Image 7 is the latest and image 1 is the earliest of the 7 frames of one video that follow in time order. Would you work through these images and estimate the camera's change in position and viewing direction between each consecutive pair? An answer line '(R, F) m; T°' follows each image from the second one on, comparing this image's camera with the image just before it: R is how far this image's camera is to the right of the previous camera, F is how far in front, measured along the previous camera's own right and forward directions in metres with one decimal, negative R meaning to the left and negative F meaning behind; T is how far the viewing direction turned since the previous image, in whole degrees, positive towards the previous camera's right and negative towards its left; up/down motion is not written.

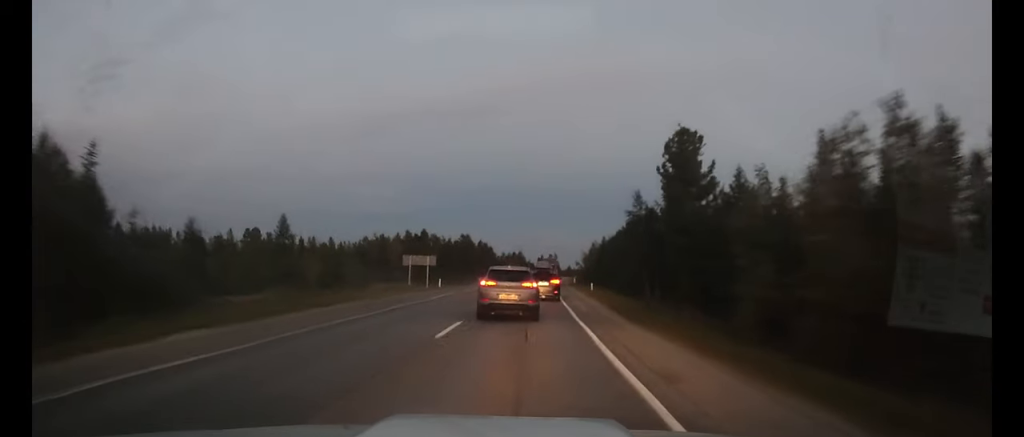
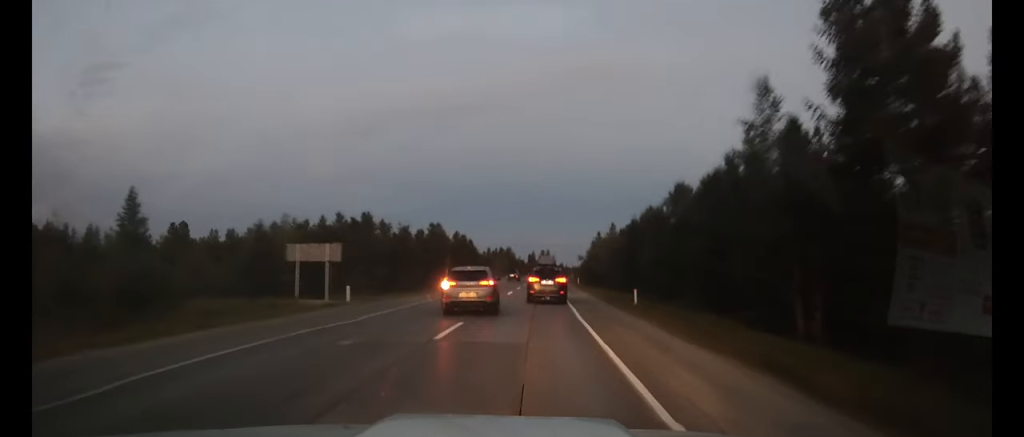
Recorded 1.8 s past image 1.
(0.0, +26.0) m; 0°
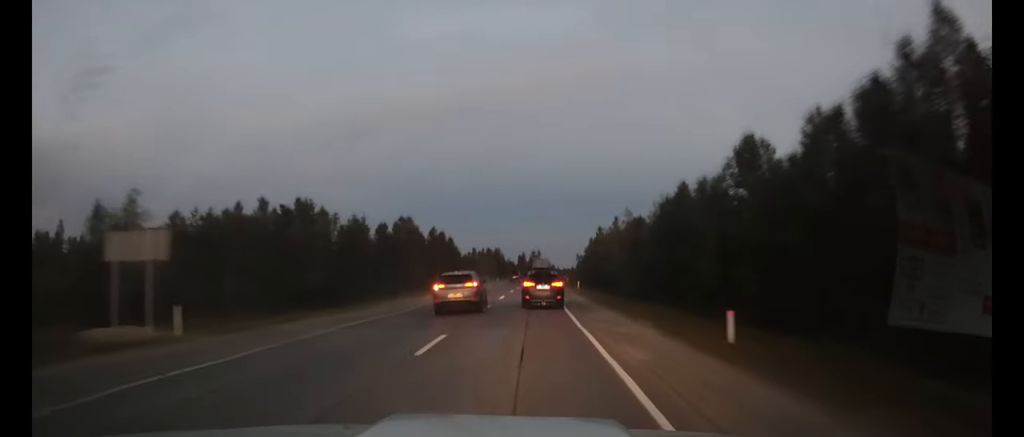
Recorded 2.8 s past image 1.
(+0.1, +14.4) m; +1°
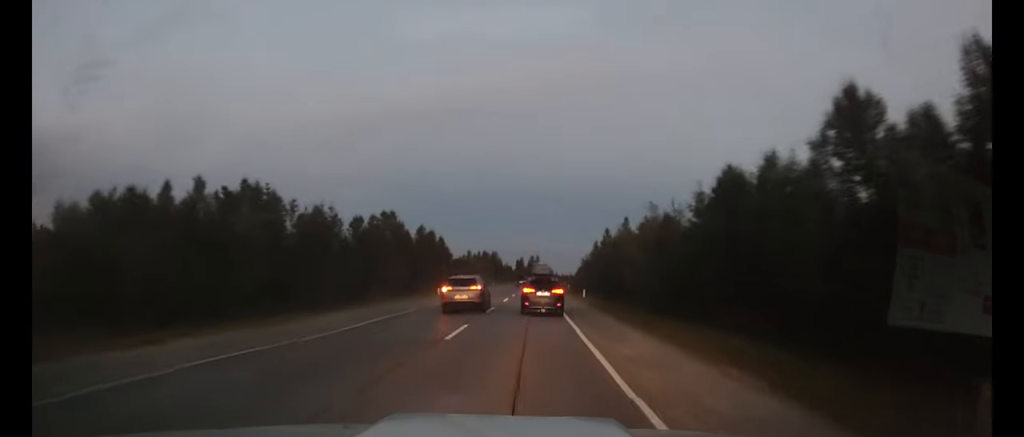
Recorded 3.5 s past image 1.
(0.0, +8.7) m; 0°
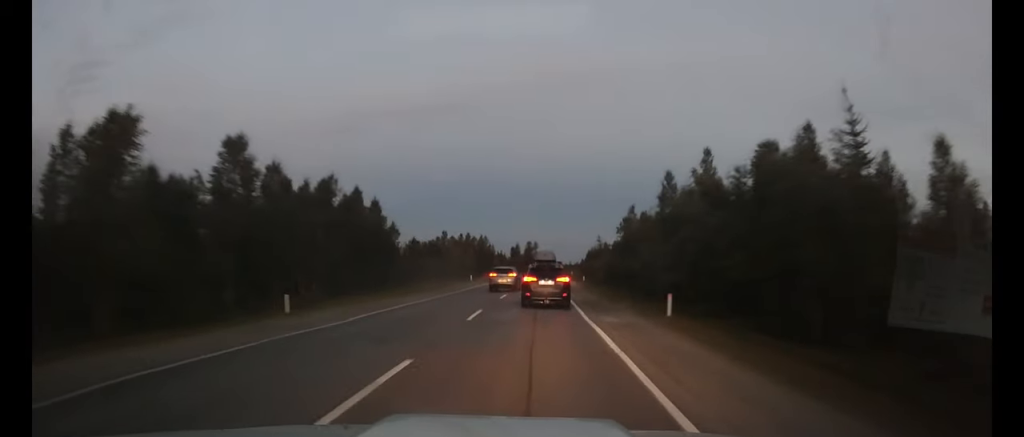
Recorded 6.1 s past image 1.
(+0.3, +32.9) m; +1°
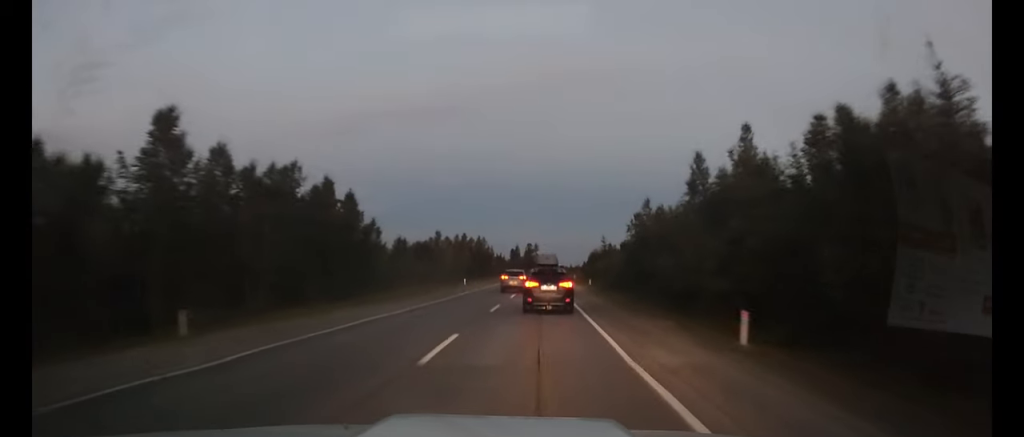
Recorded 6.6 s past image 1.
(0.0, +6.8) m; 0°
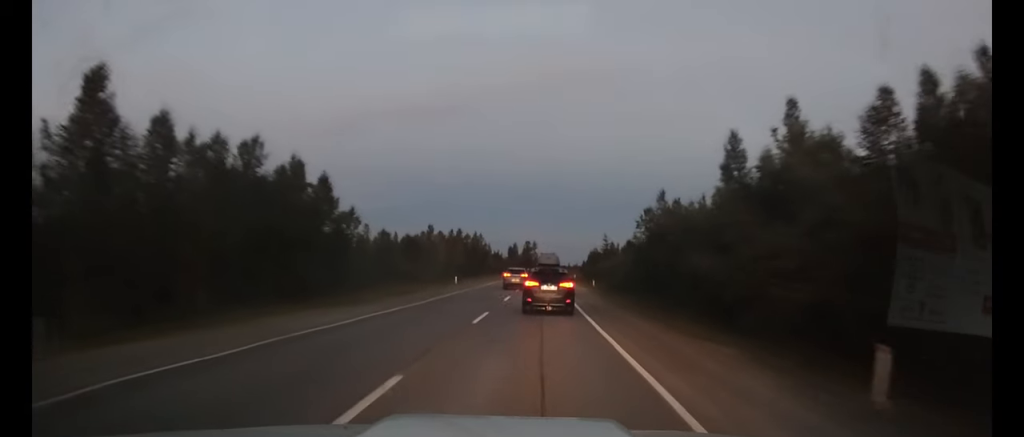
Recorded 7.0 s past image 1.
(0.0, +5.6) m; 0°
